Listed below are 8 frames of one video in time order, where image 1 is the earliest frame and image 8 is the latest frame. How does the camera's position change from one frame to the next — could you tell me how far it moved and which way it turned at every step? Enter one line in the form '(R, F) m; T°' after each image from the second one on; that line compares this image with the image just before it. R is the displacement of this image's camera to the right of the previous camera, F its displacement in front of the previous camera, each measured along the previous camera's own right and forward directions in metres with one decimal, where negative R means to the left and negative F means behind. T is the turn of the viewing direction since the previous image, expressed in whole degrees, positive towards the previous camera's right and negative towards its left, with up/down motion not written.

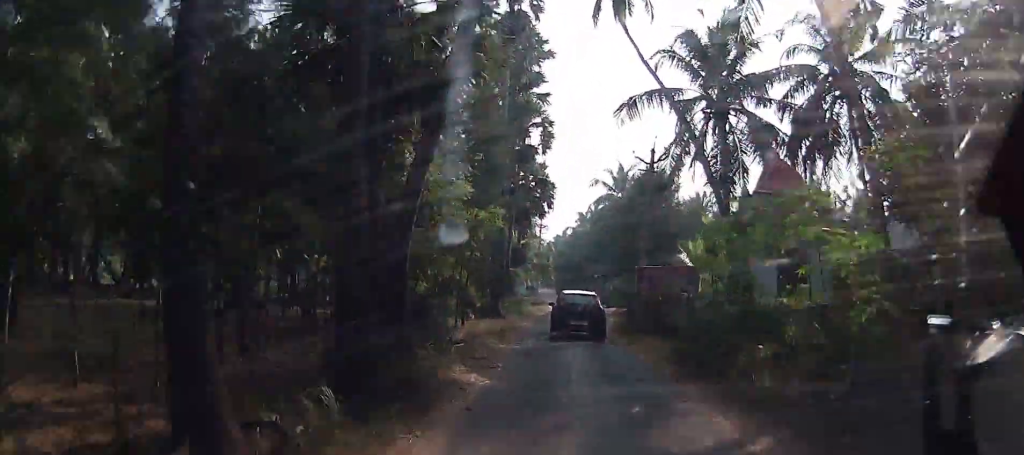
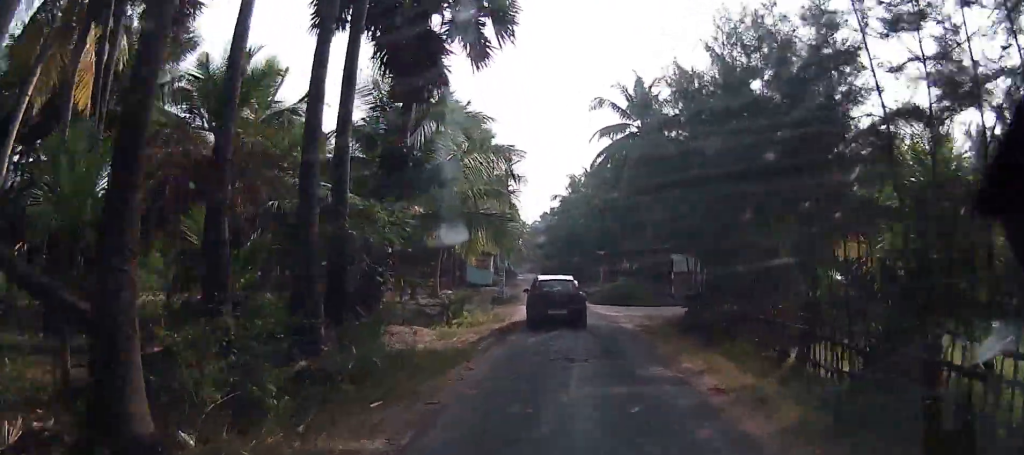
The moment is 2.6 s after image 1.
(+0.3, +26.2) m; 0°
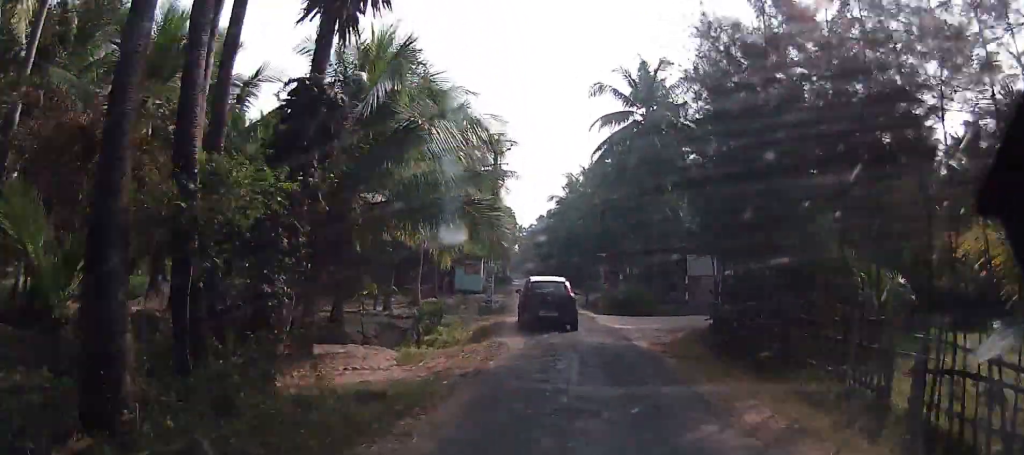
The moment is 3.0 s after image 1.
(0.0, +4.2) m; +1°
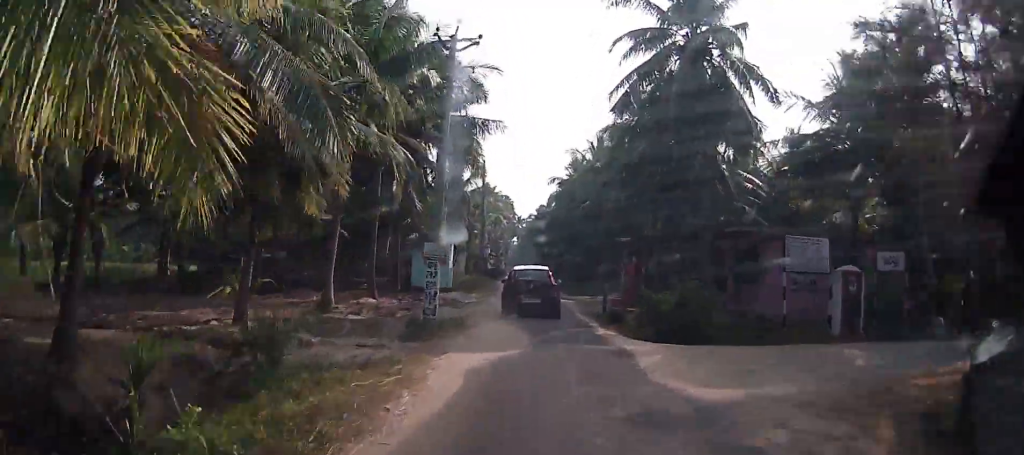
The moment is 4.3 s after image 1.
(+0.4, +12.7) m; +1°
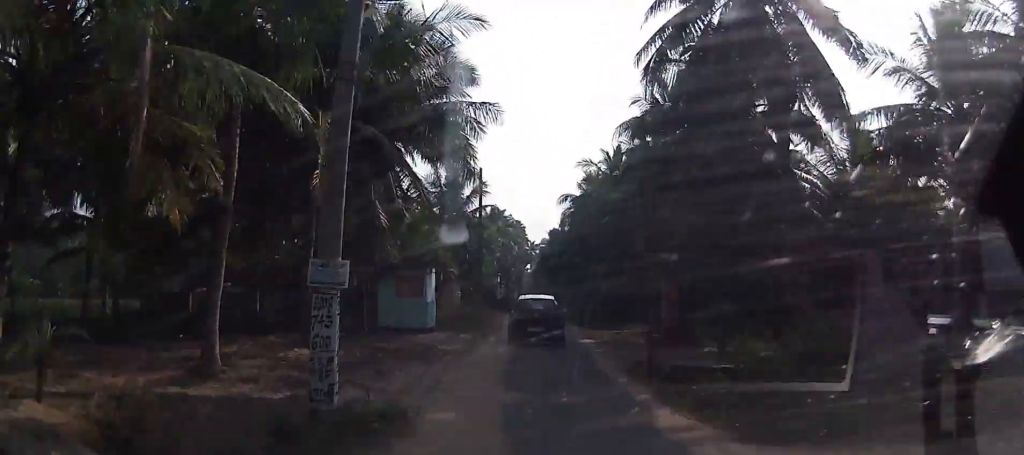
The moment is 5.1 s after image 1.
(-0.2, +7.8) m; -2°
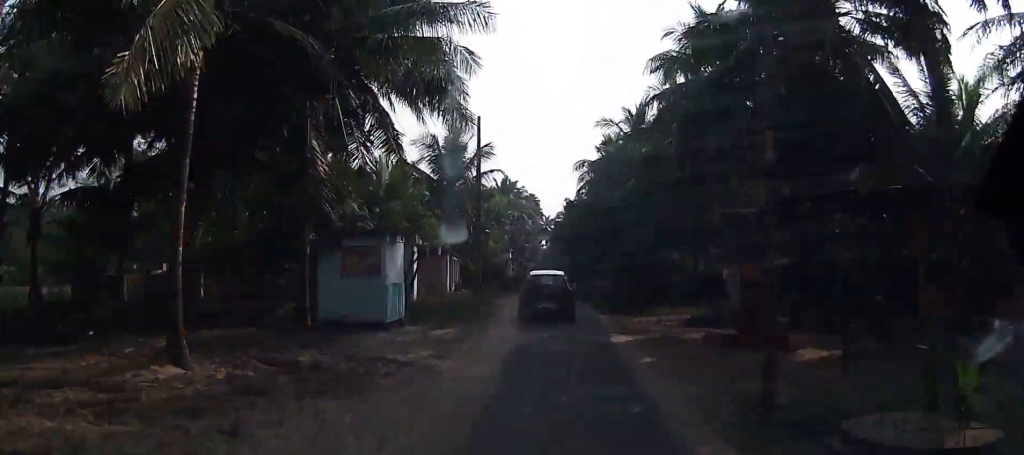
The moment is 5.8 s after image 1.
(-0.1, +7.0) m; -1°
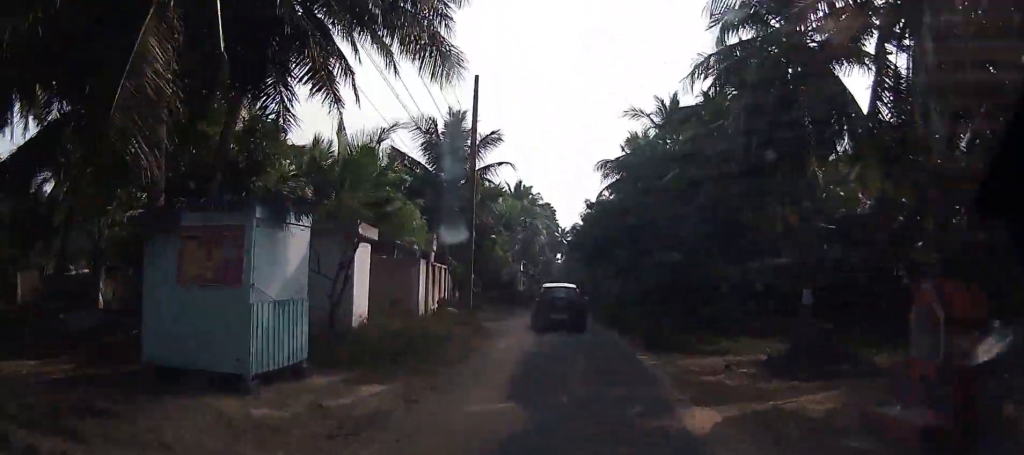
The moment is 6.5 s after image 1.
(-0.1, +7.4) m; -1°
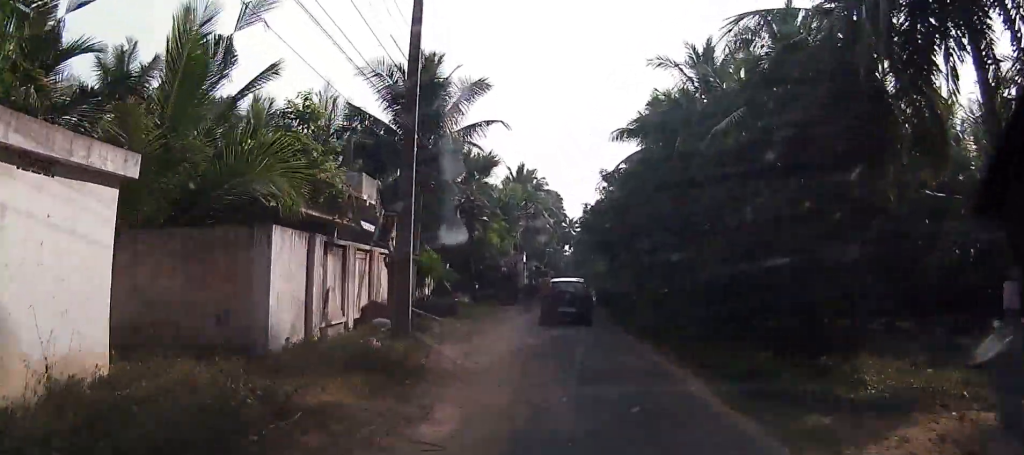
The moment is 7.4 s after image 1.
(0.0, +9.2) m; -1°
